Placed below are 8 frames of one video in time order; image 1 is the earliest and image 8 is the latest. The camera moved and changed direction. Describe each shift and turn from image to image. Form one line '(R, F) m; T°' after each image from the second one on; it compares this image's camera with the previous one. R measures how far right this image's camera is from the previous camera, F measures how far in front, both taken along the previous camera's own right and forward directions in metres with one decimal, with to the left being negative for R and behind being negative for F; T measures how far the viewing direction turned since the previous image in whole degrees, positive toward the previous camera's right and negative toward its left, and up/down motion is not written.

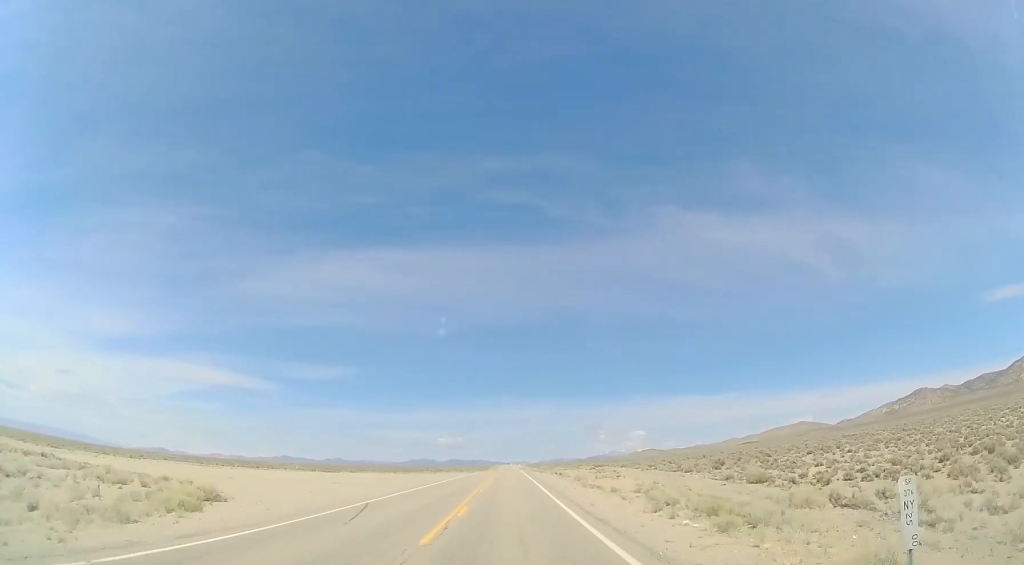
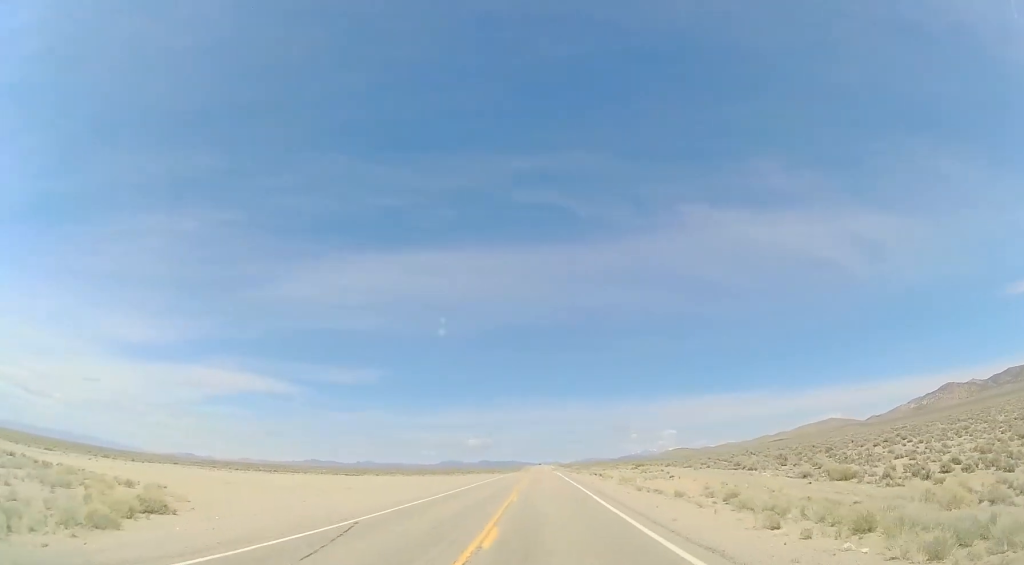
(-0.3, +6.4) m; -4°
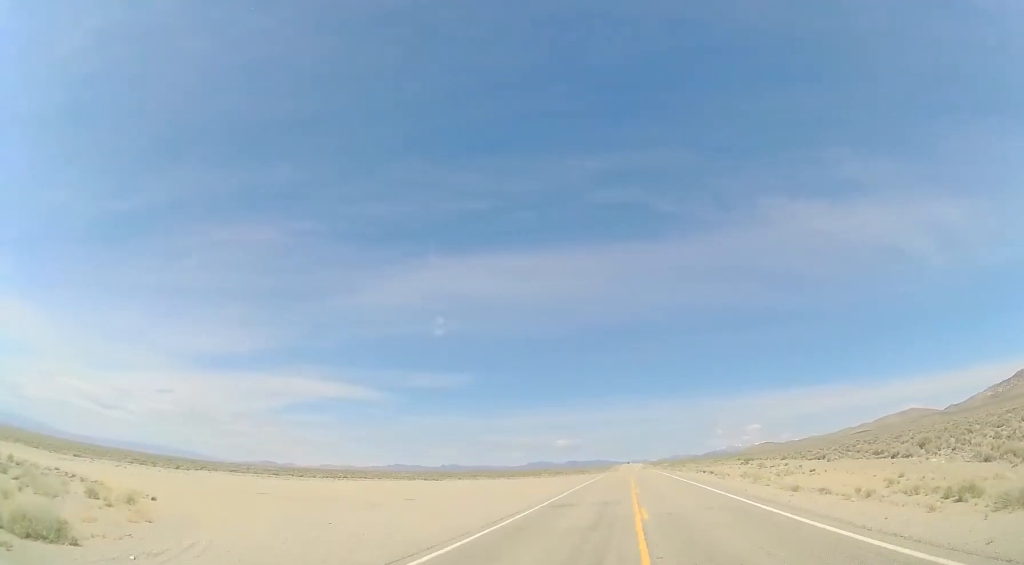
(-0.5, +8.6) m; -8°
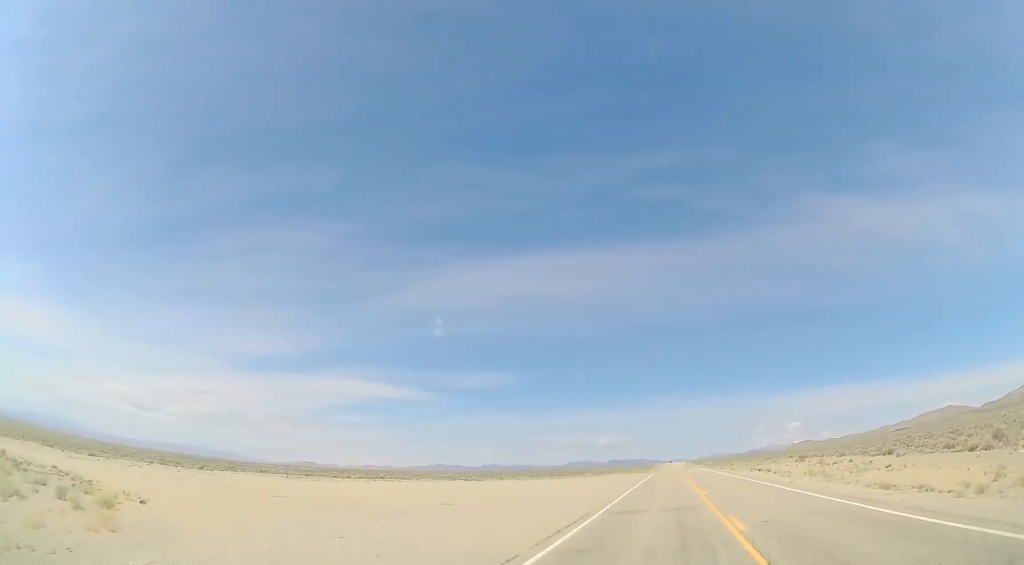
(+0.1, +3.5) m; -4°
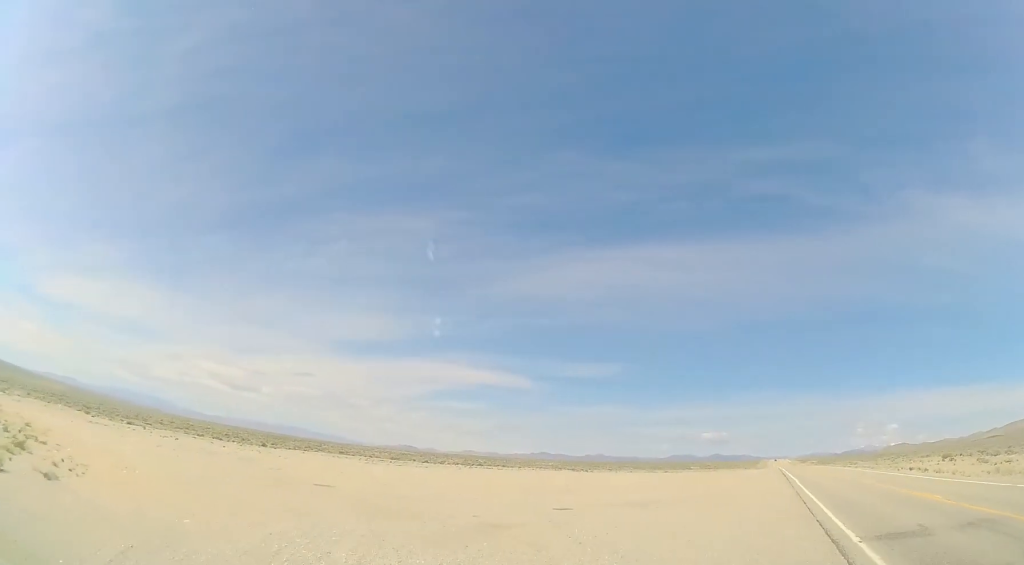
(-1.8, +9.5) m; -20°
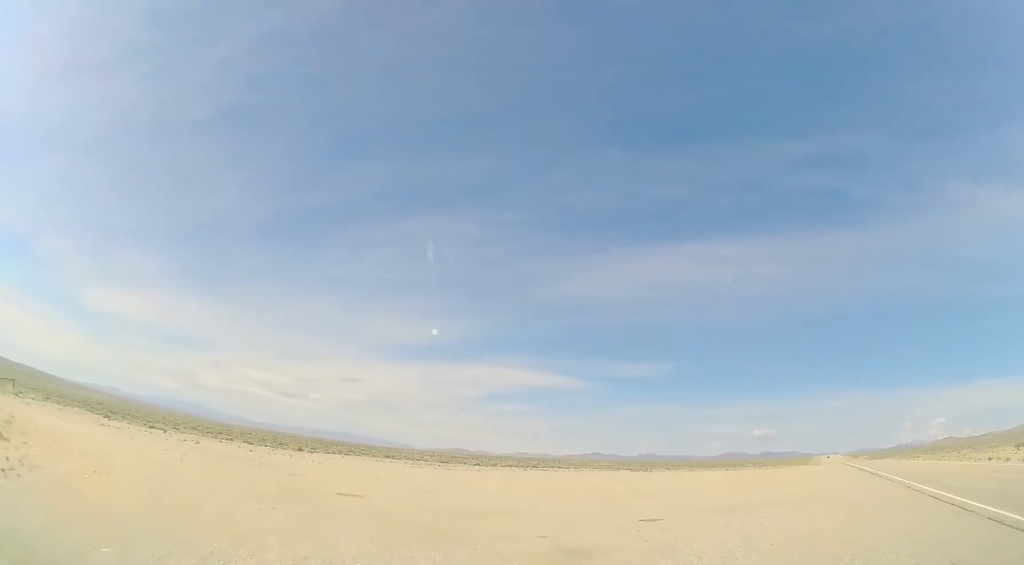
(-0.4, +4.1) m; -8°
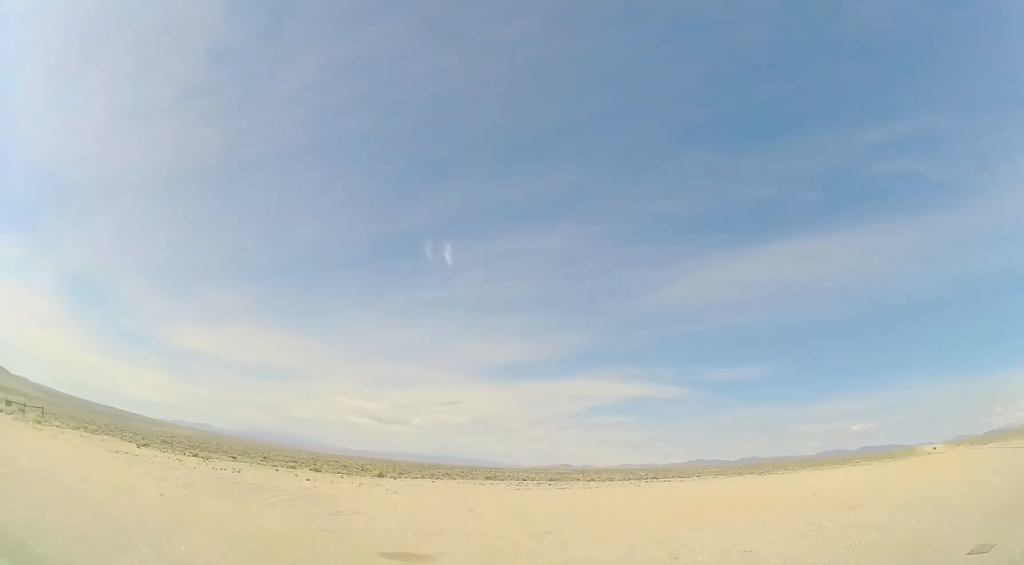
(-0.8, +6.6) m; -7°
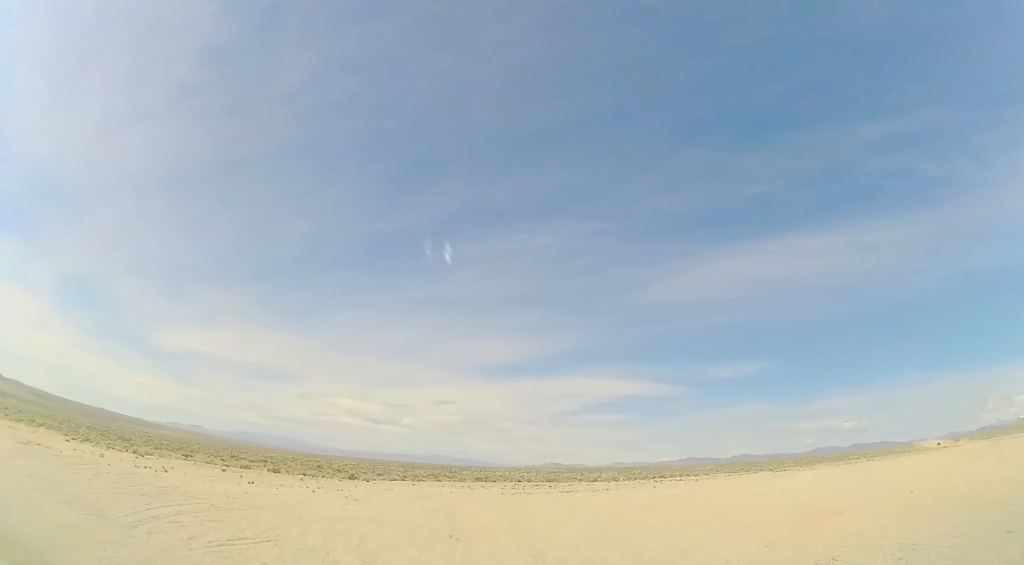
(+0.5, +6.0) m; +10°
